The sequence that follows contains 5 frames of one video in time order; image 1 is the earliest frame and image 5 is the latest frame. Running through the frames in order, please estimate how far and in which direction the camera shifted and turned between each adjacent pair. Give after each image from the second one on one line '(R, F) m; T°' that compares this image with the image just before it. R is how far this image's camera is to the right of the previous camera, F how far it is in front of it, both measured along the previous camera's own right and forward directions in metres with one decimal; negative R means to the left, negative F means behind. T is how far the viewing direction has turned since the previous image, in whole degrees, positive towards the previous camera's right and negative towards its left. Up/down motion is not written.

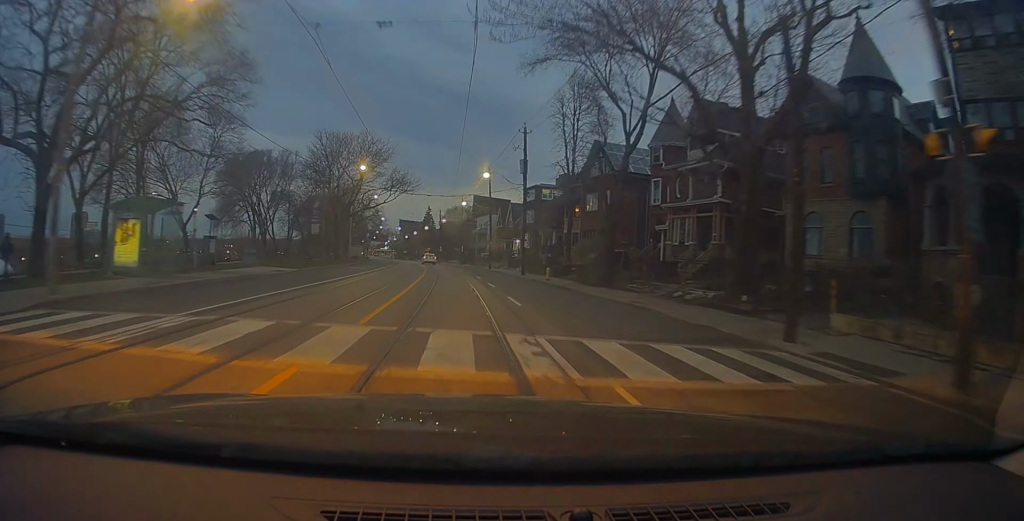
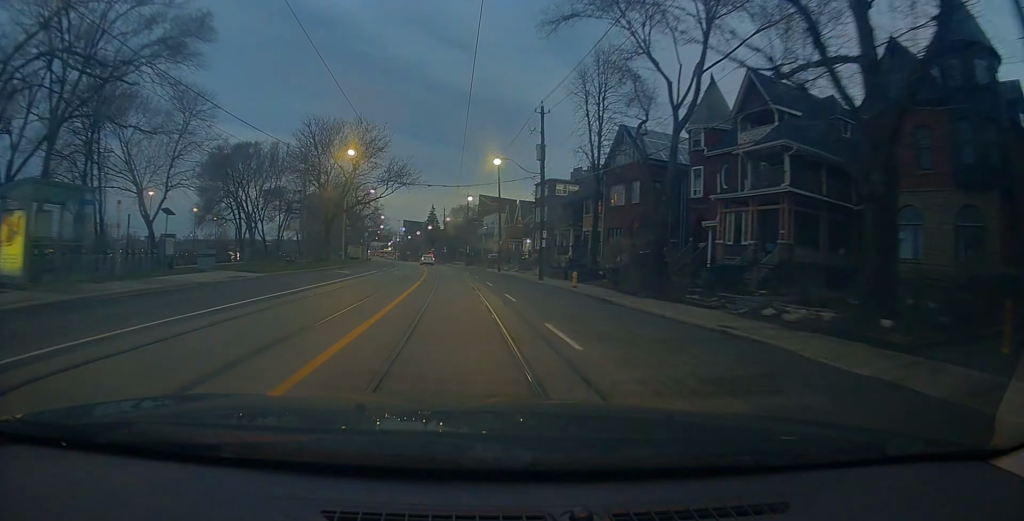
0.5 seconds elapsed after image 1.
(0.0, +6.9) m; 0°
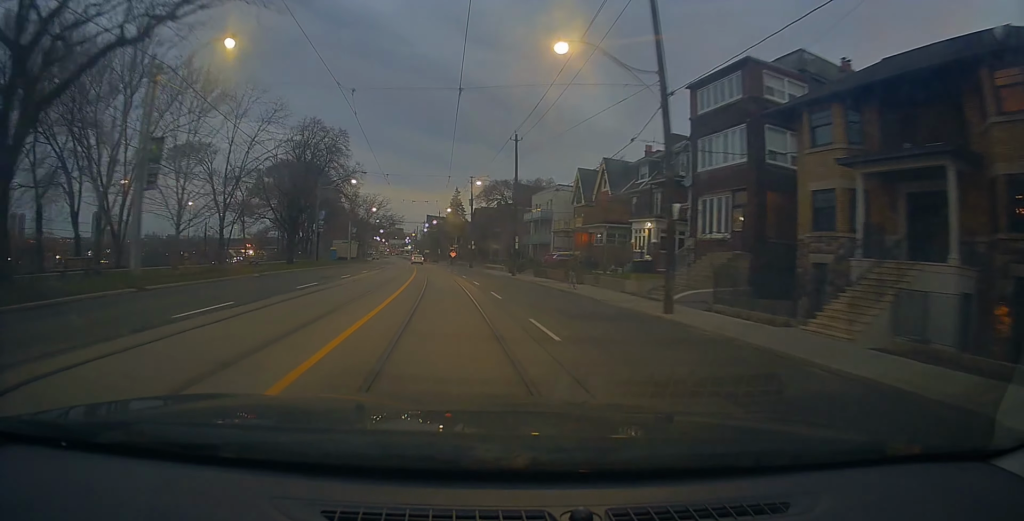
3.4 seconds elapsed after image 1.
(+0.1, +44.0) m; -2°
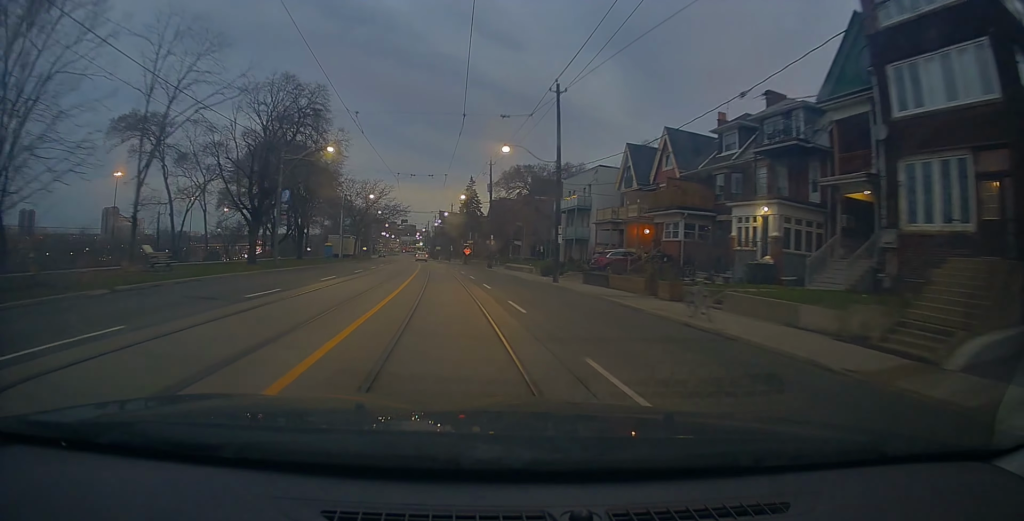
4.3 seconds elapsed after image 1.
(-0.3, +14.2) m; -1°
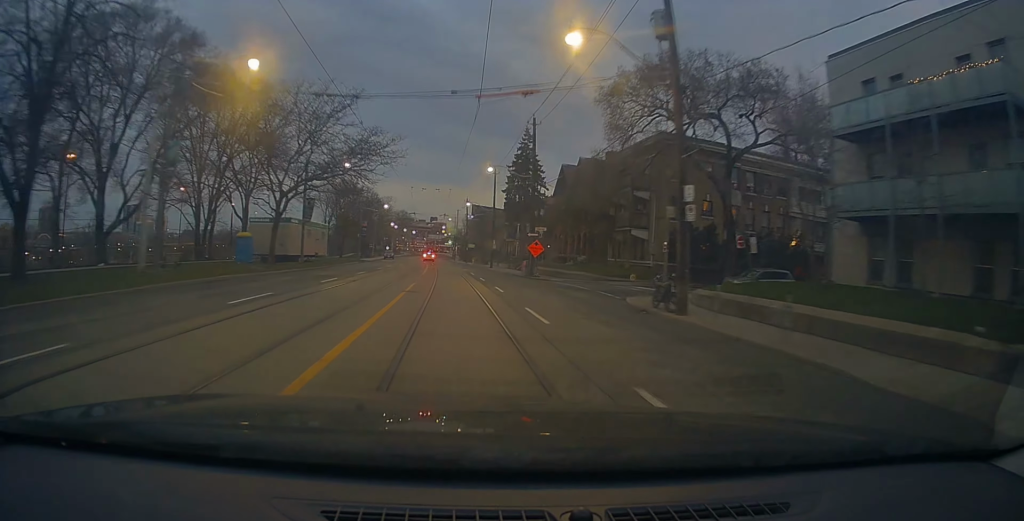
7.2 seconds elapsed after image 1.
(-1.8, +46.7) m; -3°
